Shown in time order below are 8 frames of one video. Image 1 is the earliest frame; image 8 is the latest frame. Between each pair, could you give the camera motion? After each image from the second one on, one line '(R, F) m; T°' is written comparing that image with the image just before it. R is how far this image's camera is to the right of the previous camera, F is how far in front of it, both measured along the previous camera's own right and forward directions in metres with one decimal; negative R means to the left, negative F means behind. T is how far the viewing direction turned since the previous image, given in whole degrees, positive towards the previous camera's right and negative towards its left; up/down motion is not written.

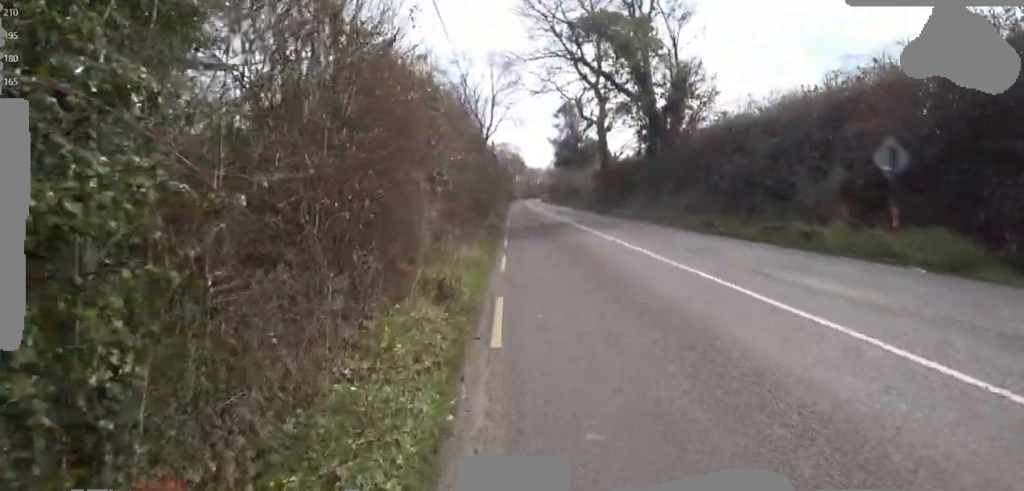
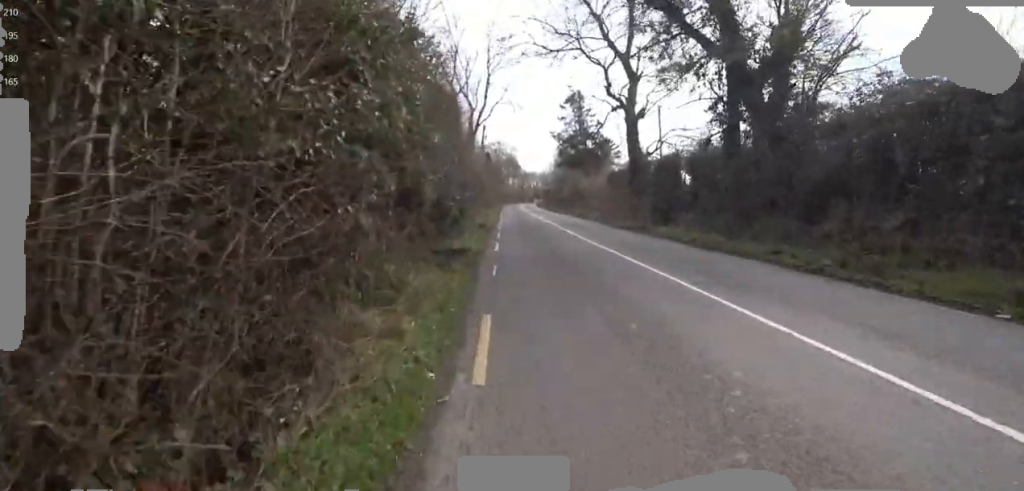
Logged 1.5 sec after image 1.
(0.0, +7.9) m; 0°
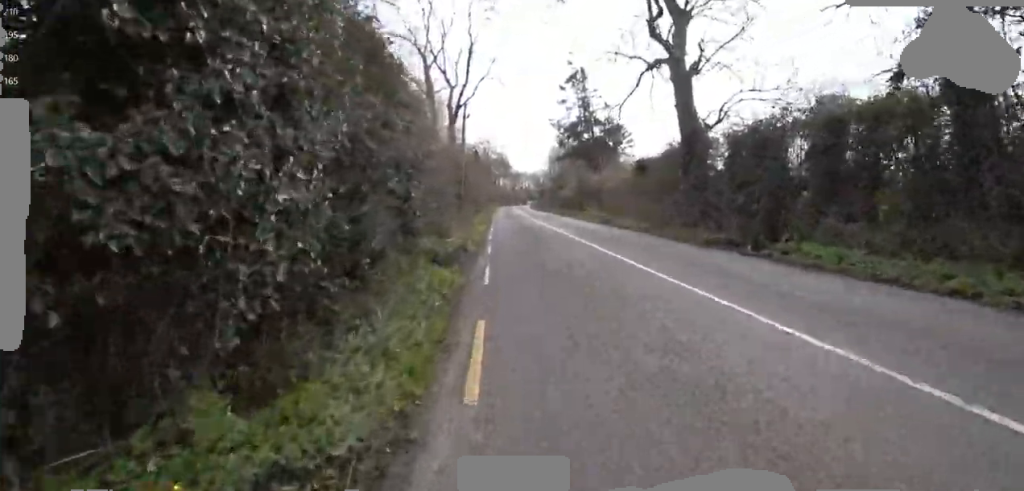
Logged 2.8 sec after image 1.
(0.0, +7.5) m; 0°
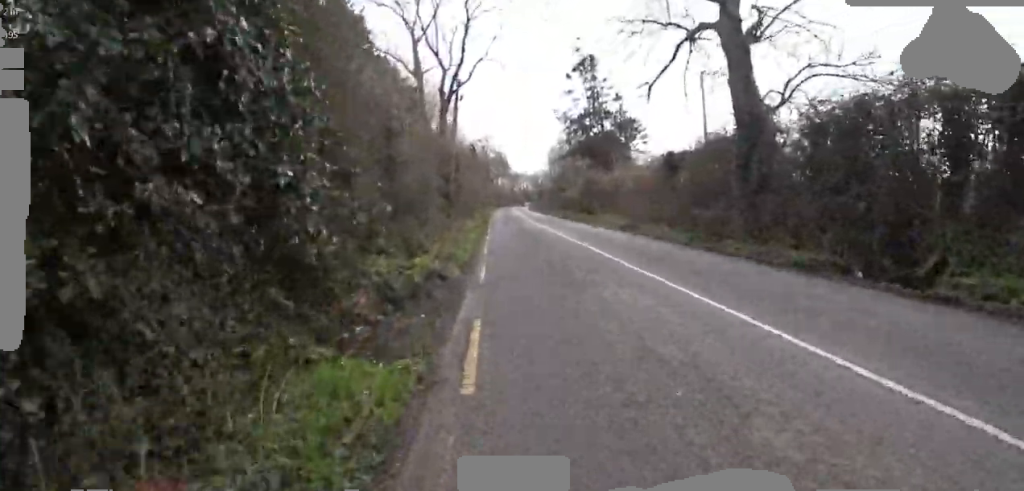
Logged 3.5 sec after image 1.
(0.0, +3.6) m; 0°
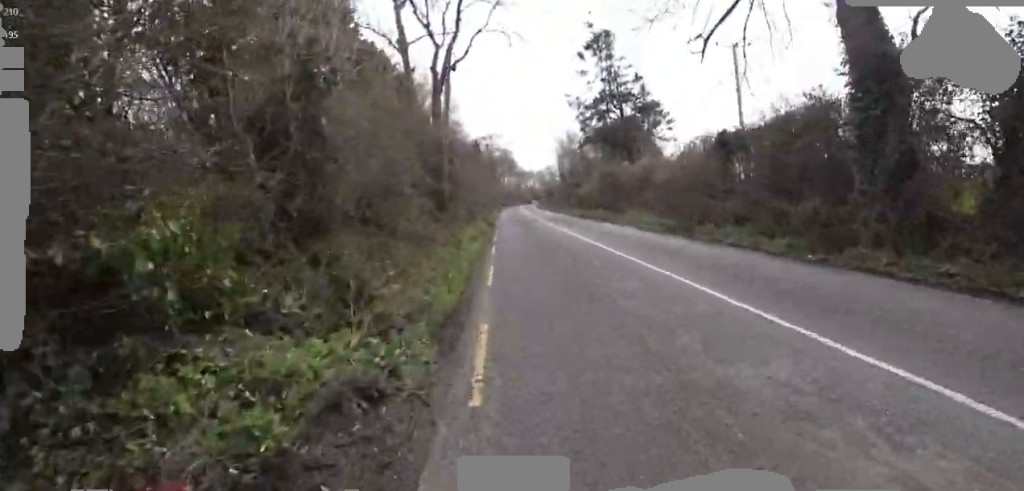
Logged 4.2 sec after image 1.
(0.0, +3.8) m; 0°
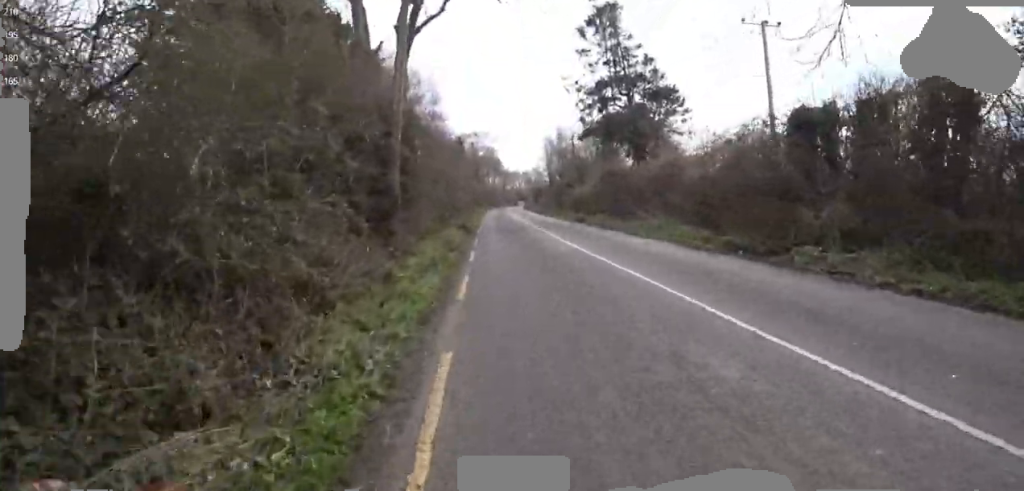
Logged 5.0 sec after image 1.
(0.0, +4.4) m; 0°
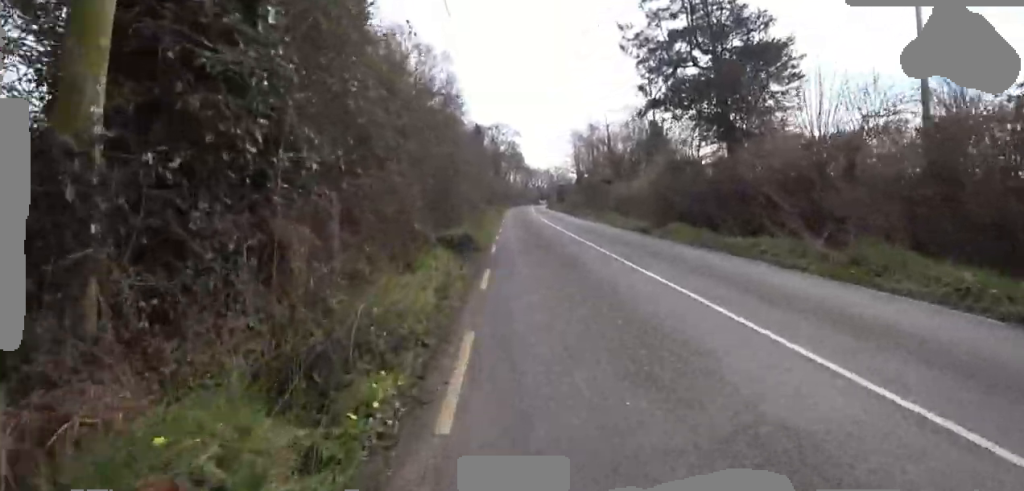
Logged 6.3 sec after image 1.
(0.0, +6.8) m; 0°
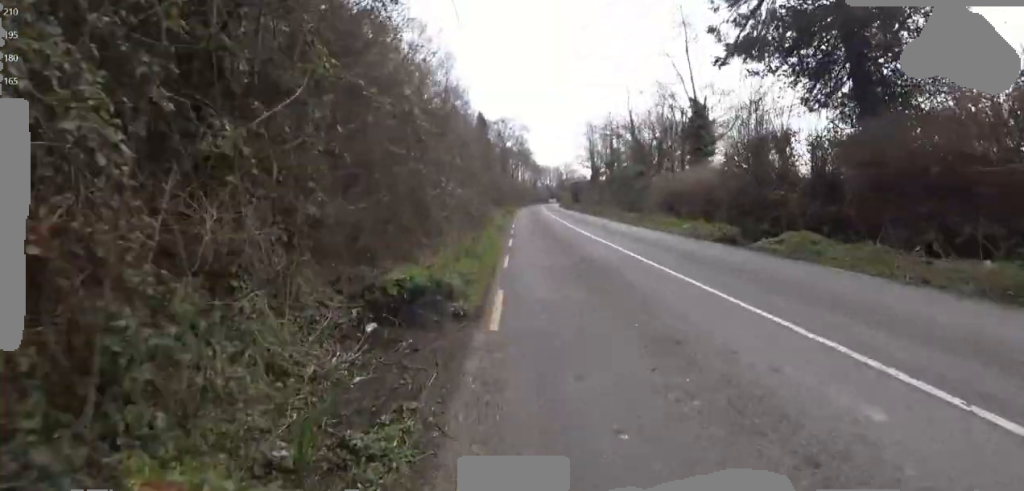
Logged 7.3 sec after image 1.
(0.0, +5.7) m; -4°
